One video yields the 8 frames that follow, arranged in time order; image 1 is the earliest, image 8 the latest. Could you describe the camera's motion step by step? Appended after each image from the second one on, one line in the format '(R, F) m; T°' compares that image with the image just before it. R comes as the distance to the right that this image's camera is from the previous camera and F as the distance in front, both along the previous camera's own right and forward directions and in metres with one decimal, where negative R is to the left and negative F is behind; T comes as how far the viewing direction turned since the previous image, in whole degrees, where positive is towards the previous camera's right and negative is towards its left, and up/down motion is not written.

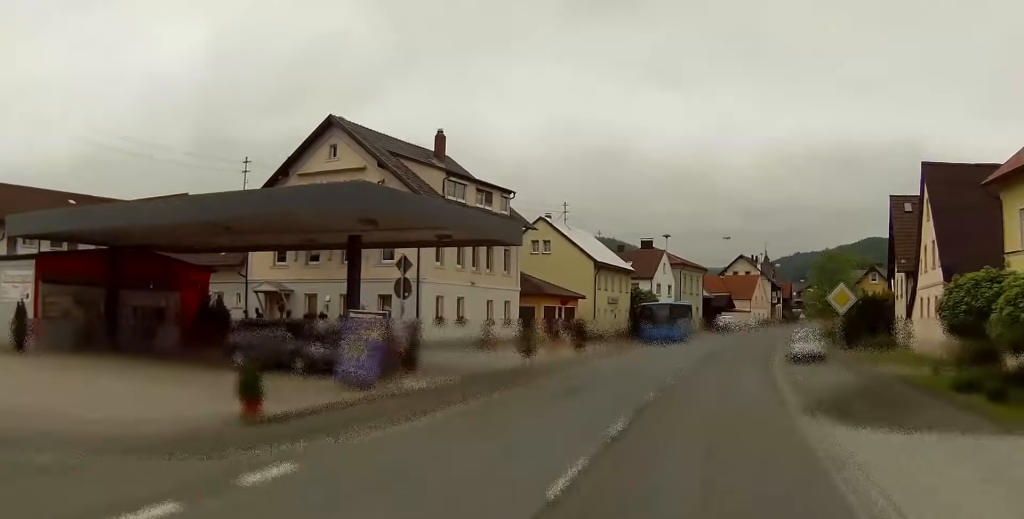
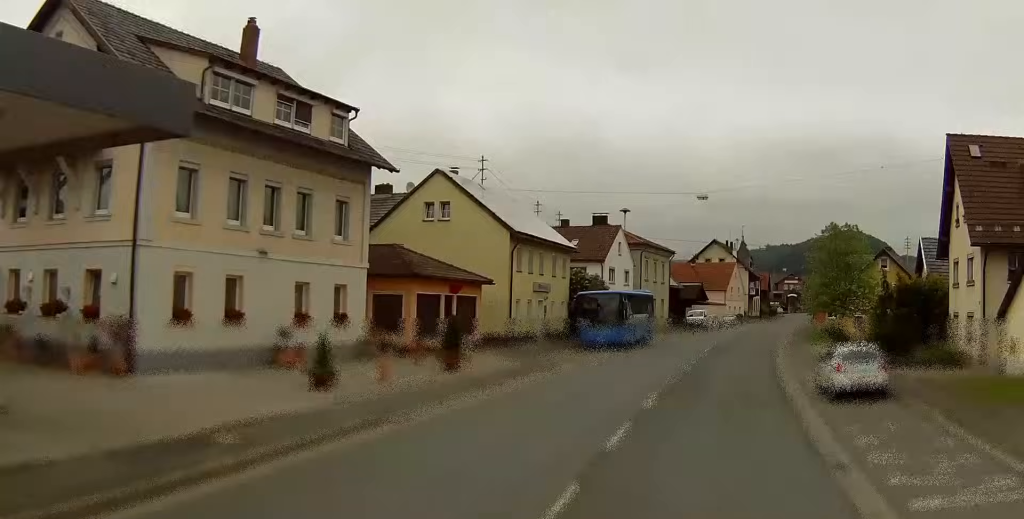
(0.0, +20.3) m; 0°
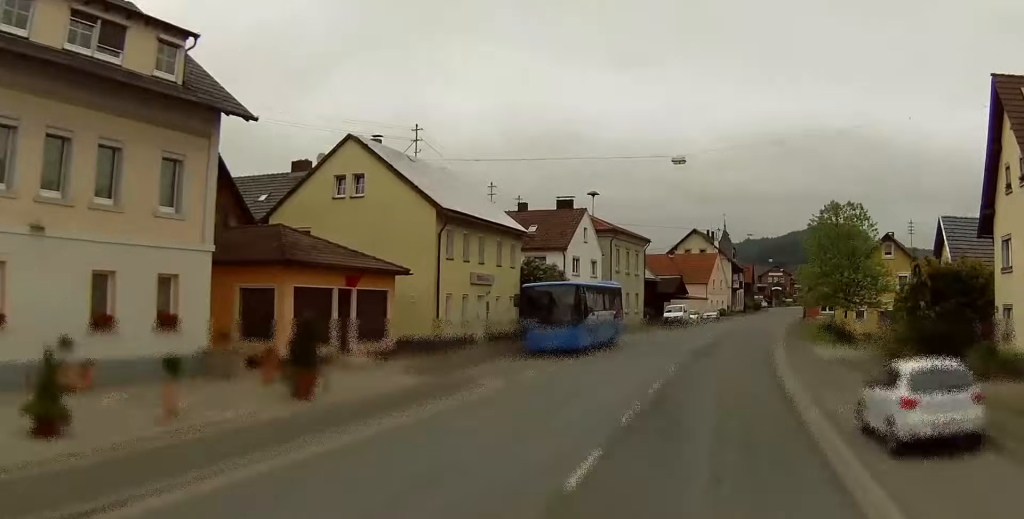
(0.0, +9.6) m; 0°
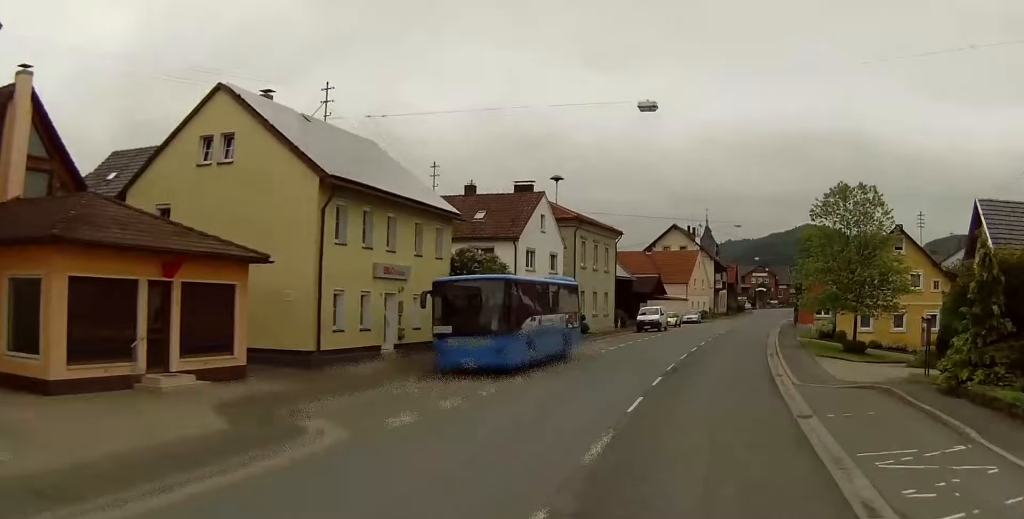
(0.0, +10.1) m; 0°
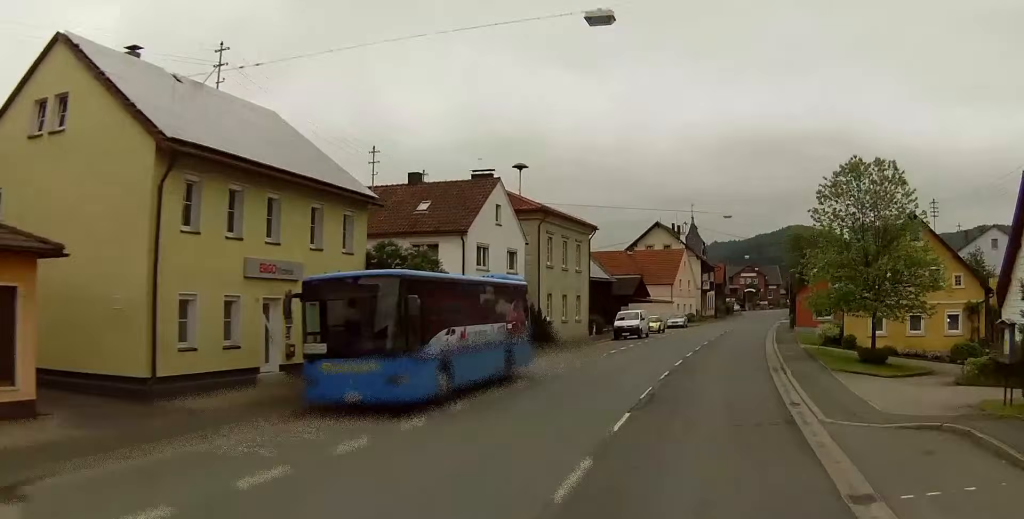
(0.0, +8.3) m; 0°
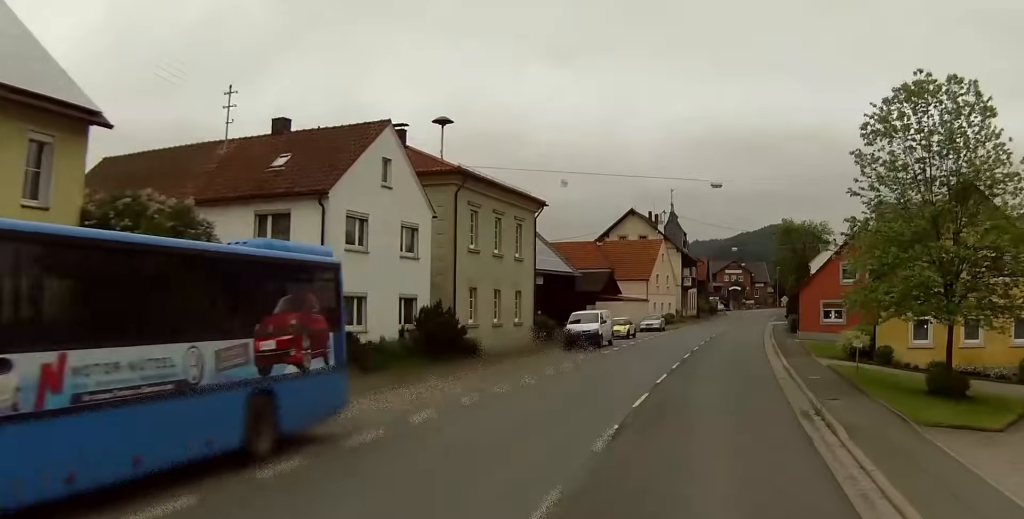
(0.0, +14.5) m; 0°
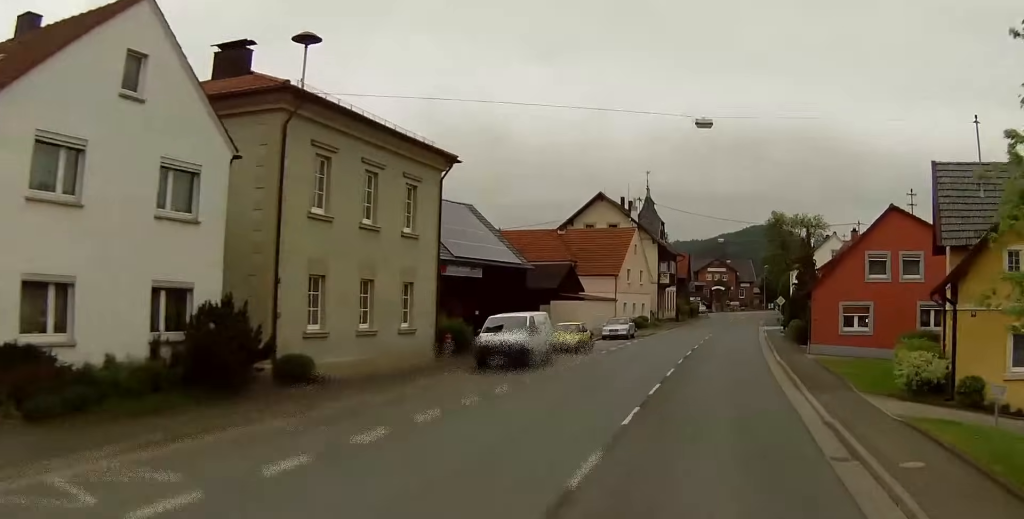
(0.0, +14.9) m; 0°
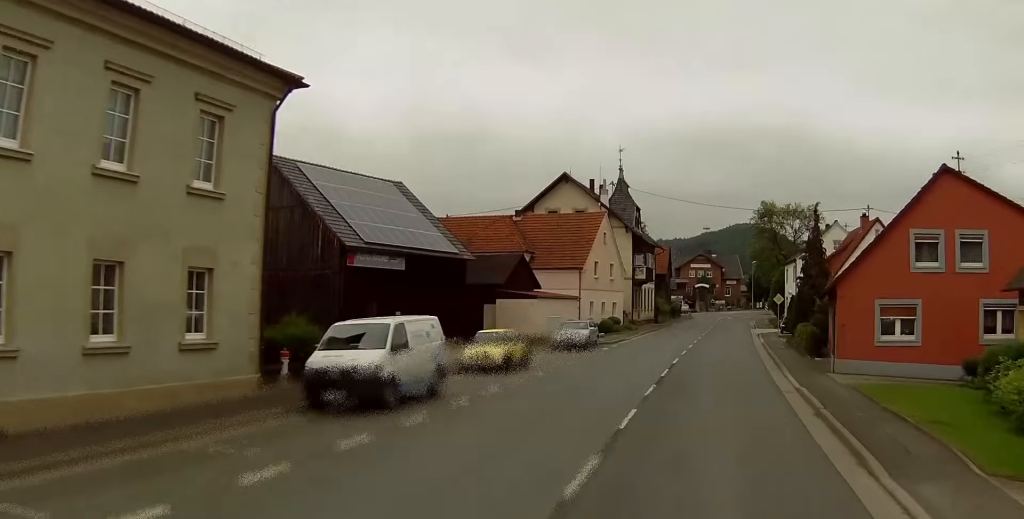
(0.0, +12.7) m; 0°
